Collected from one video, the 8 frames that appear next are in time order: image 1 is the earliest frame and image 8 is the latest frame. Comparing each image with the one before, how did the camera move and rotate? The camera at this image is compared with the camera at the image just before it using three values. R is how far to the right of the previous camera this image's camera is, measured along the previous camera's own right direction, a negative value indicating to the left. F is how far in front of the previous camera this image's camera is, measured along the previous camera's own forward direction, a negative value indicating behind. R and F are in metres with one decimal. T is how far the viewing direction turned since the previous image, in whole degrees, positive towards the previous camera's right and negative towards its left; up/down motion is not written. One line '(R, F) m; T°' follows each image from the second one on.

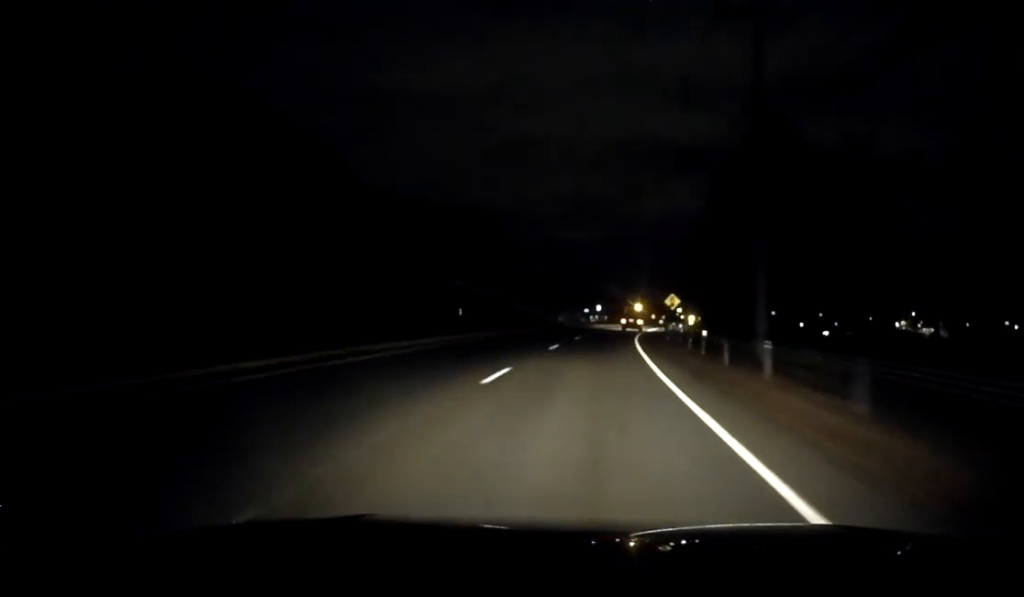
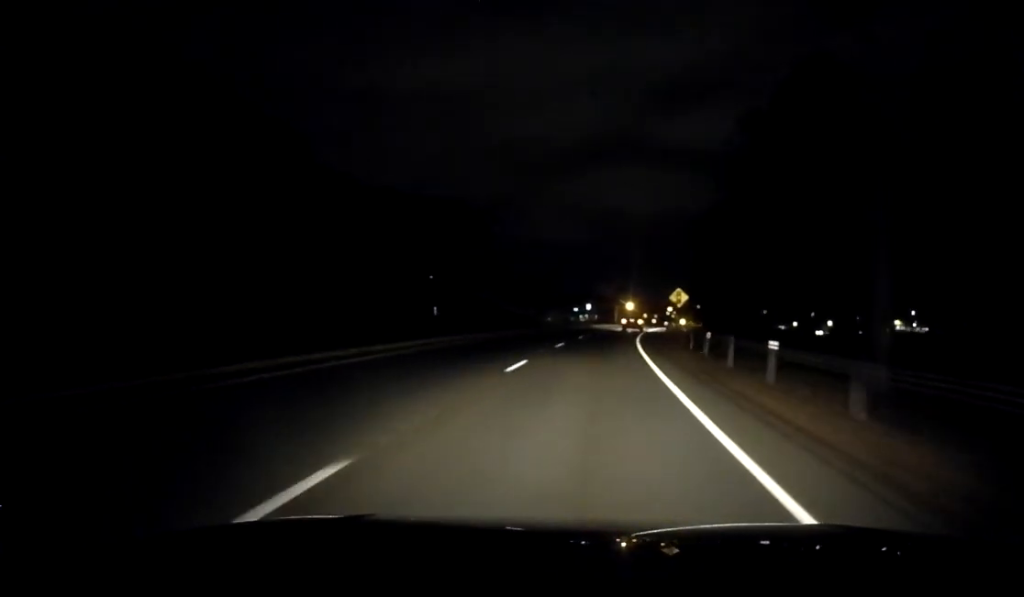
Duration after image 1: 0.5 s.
(-0.1, +10.0) m; +1°
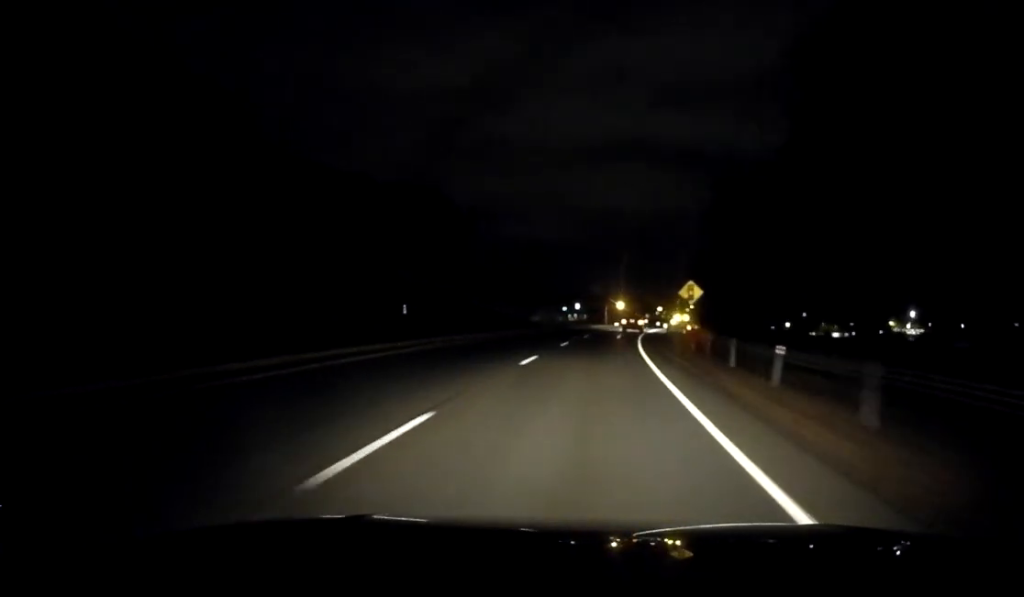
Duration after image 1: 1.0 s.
(+0.2, +9.8) m; +2°
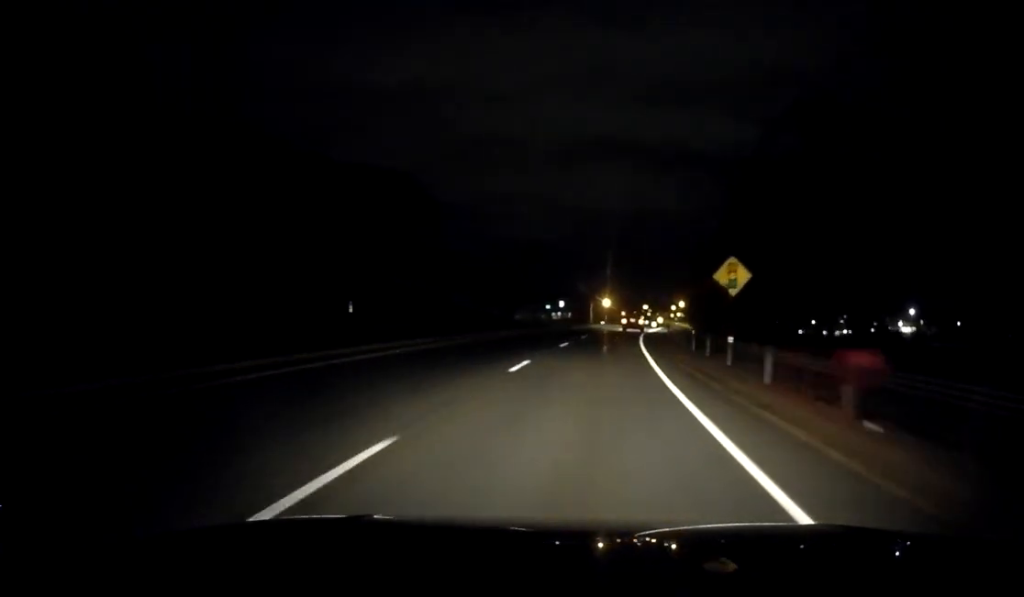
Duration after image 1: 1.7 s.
(+0.2, +12.9) m; +2°
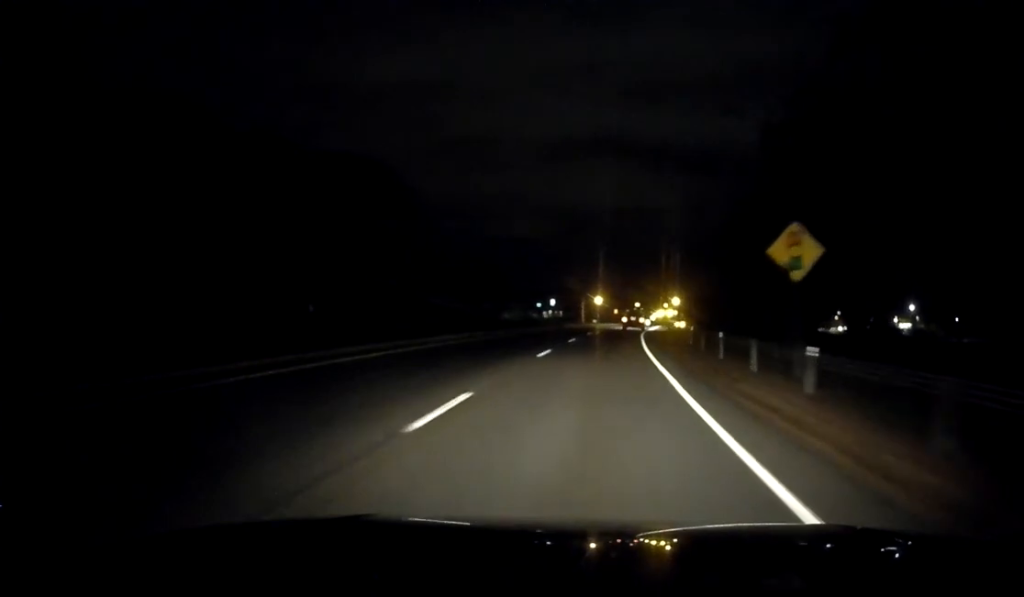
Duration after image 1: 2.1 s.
(+0.3, +8.3) m; +1°
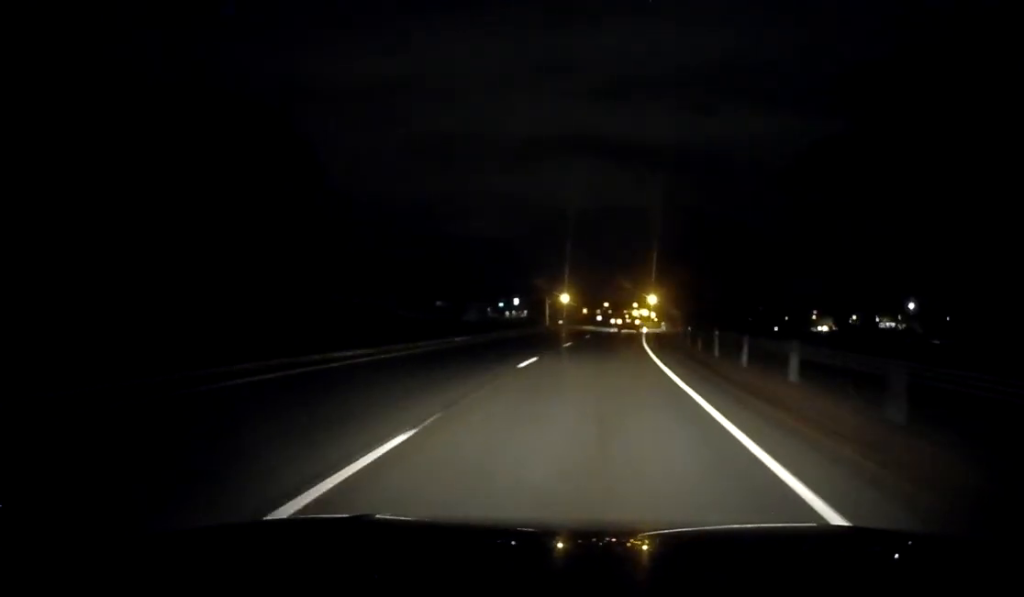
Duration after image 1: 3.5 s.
(+0.4, +27.1) m; +1°
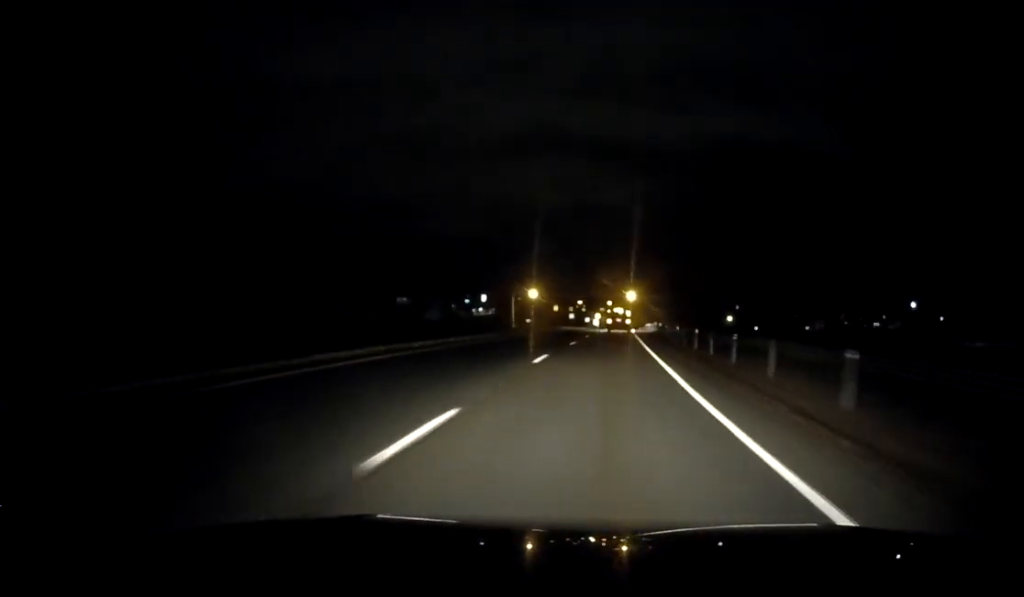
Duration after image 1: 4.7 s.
(+0.4, +22.6) m; +2°
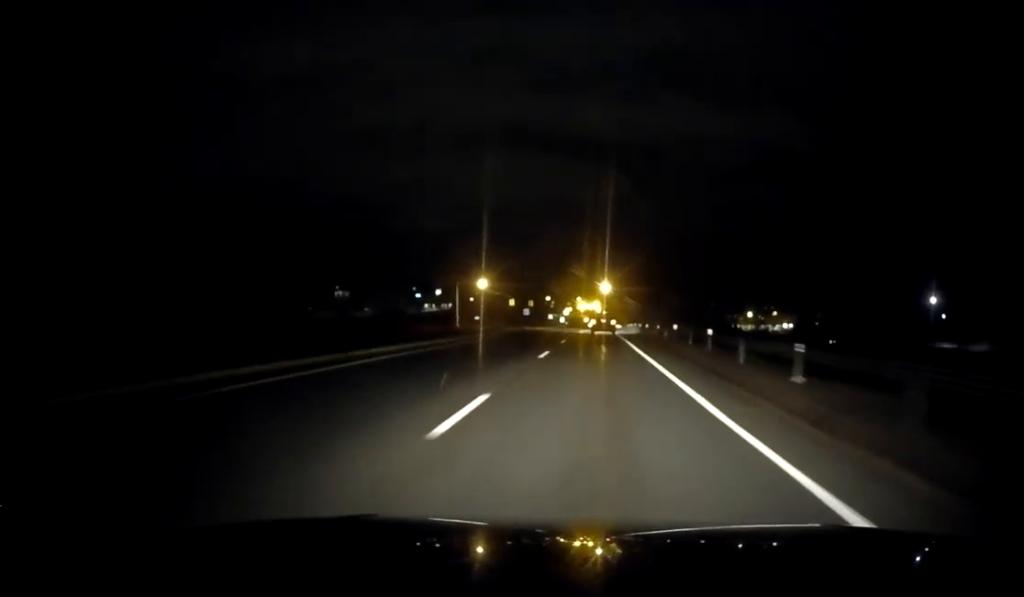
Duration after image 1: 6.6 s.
(+0.9, +35.2) m; +2°
